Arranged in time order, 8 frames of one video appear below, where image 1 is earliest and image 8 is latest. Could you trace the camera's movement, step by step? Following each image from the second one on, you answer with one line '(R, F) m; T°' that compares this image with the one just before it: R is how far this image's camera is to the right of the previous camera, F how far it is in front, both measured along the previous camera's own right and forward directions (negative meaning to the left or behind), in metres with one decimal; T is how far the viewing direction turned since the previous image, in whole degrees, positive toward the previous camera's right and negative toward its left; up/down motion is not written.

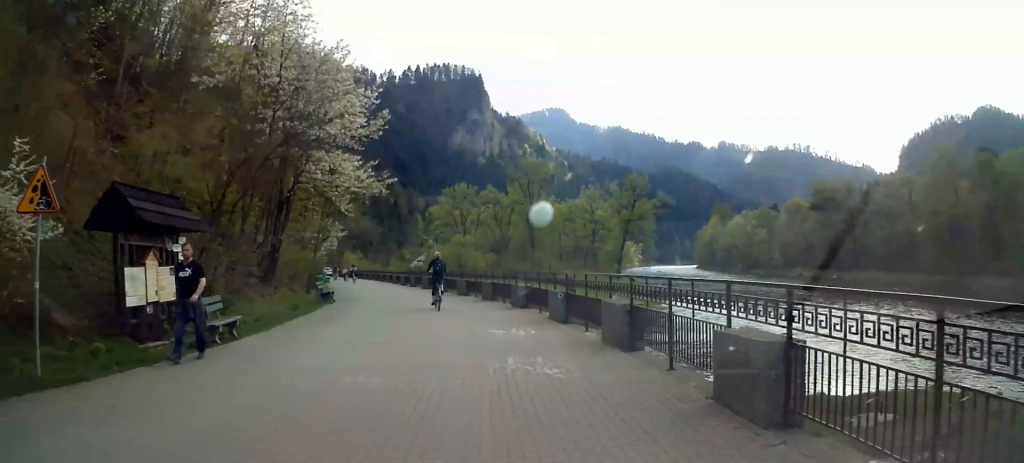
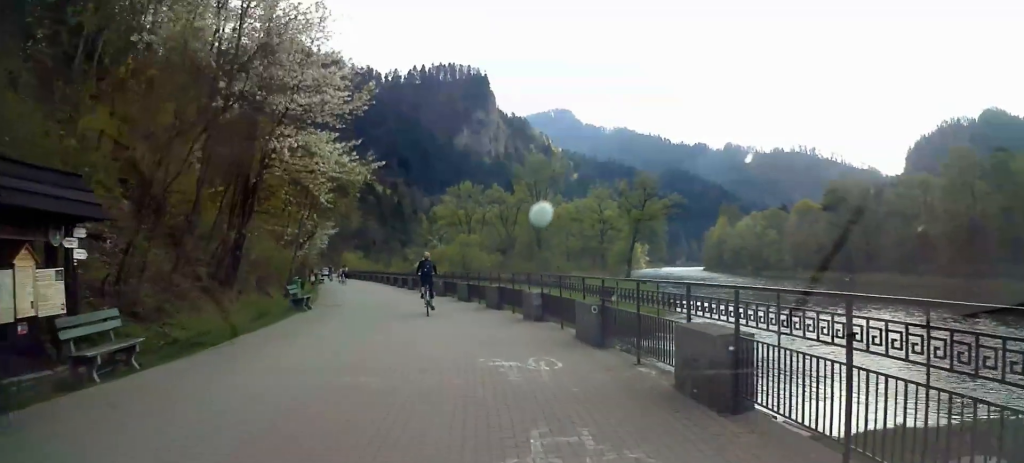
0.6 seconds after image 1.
(-0.2, +4.6) m; -4°
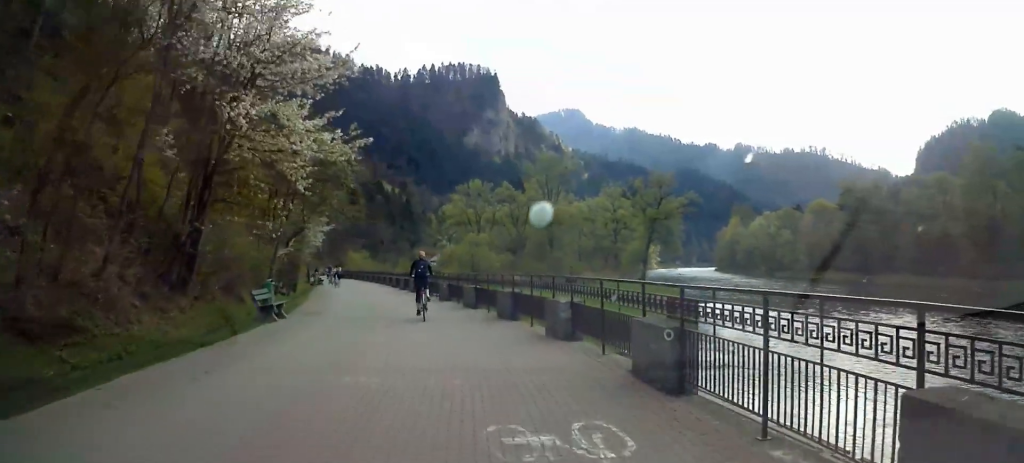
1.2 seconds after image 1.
(-0.2, +4.3) m; -2°
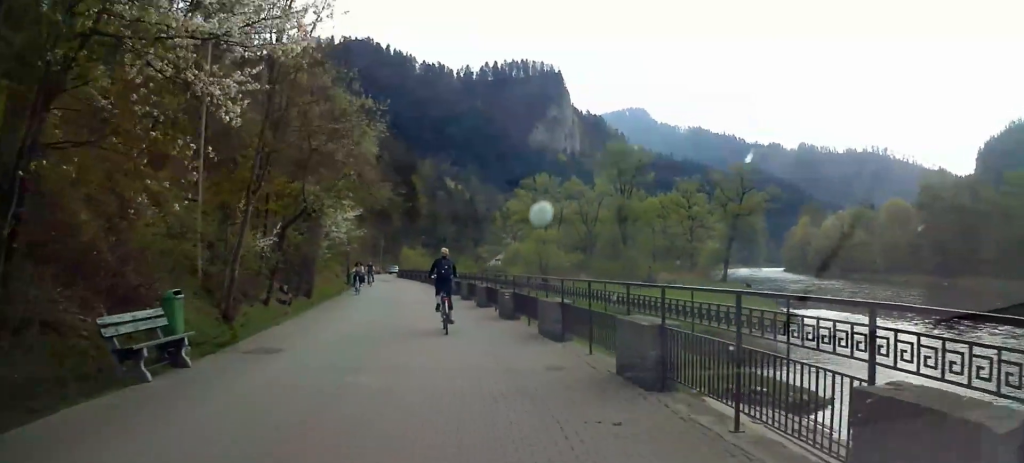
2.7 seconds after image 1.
(-0.1, +10.4) m; 0°
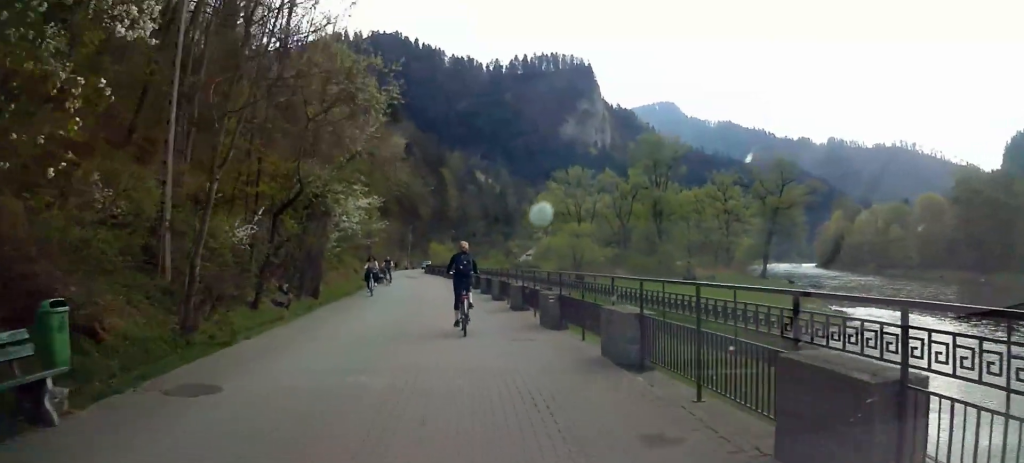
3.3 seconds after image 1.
(0.0, +4.3) m; +1°
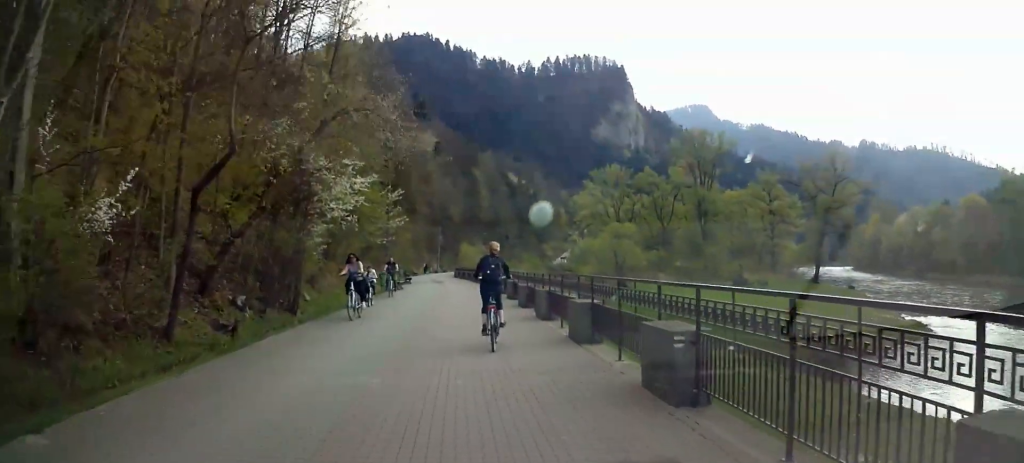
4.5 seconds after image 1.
(+0.1, +7.6) m; -1°
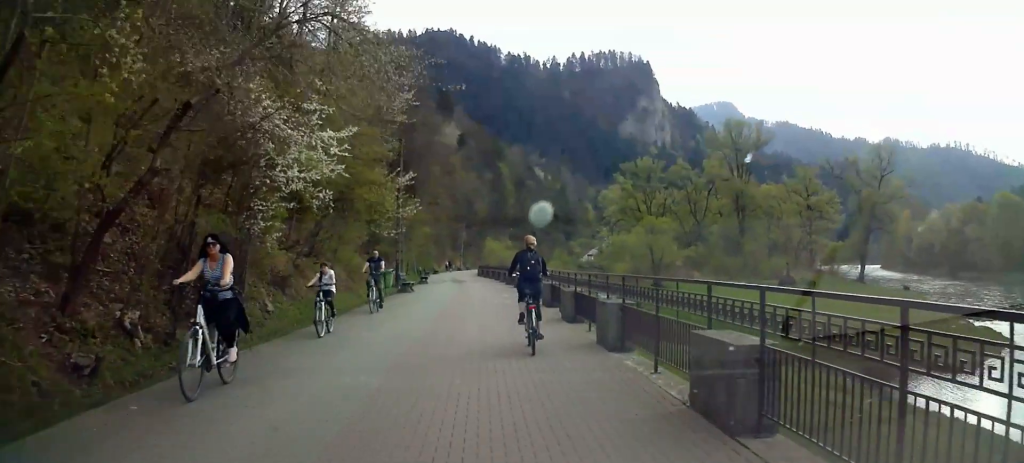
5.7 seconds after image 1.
(-0.3, +7.0) m; -7°
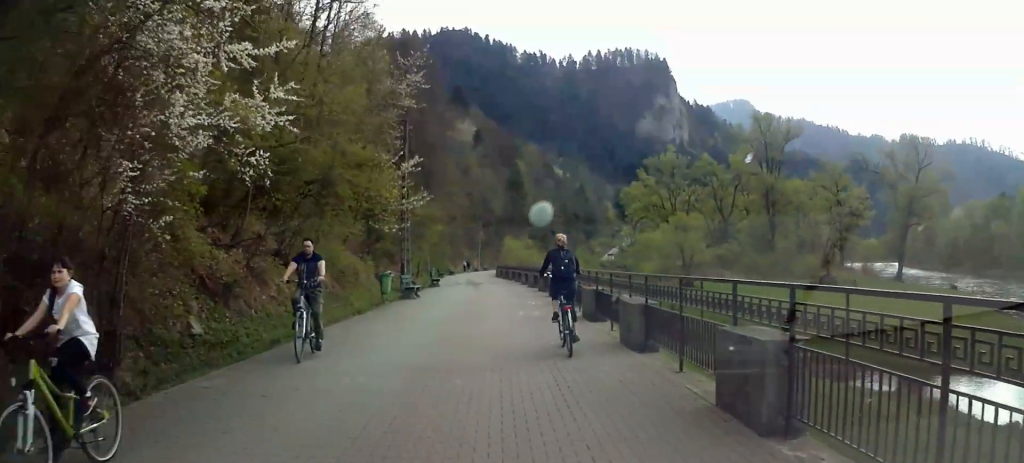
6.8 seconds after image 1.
(-0.3, +5.8) m; +1°
